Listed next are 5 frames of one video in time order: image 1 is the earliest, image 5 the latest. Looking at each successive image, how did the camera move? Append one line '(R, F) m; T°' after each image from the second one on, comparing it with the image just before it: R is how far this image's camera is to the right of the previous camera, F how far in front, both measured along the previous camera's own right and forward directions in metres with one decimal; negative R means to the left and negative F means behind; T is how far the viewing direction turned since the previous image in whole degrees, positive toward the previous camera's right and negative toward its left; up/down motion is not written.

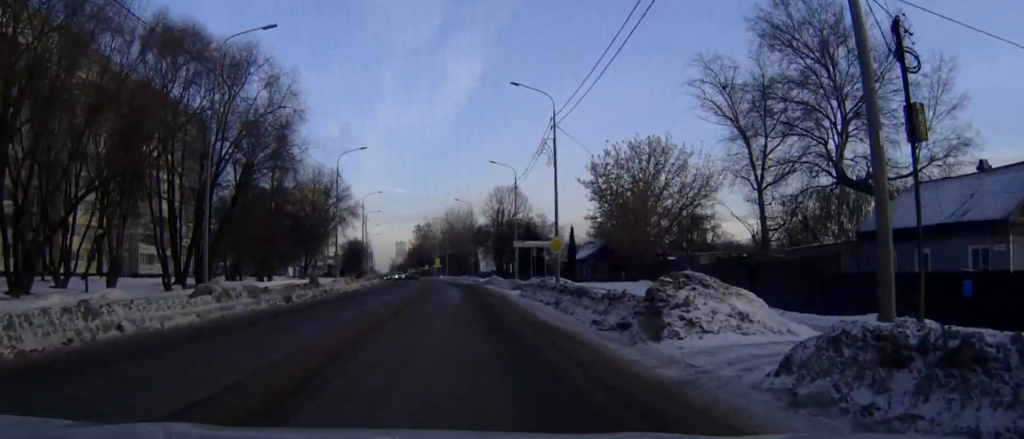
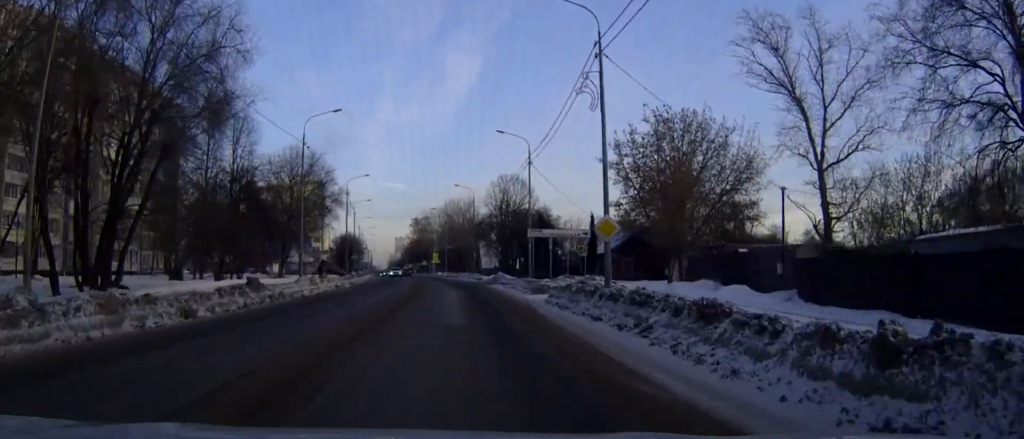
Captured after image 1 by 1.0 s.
(0.0, +12.9) m; 0°
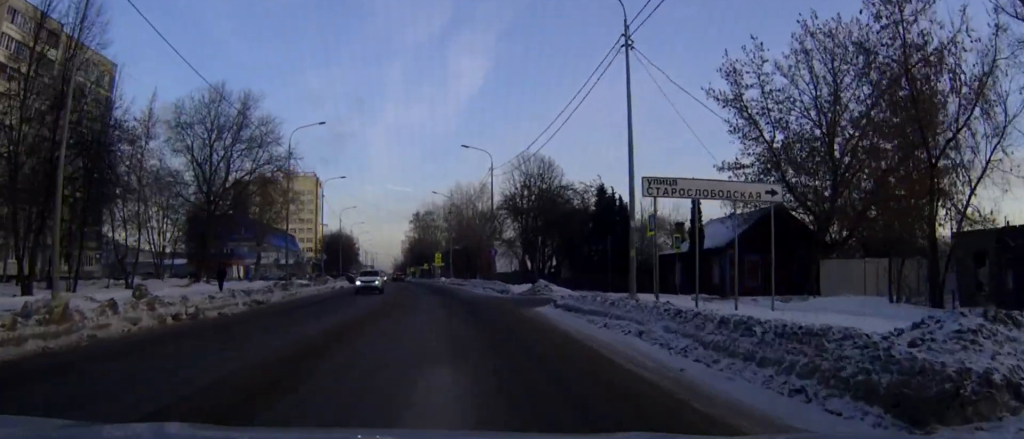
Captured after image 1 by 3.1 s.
(+0.1, +29.3) m; 0°
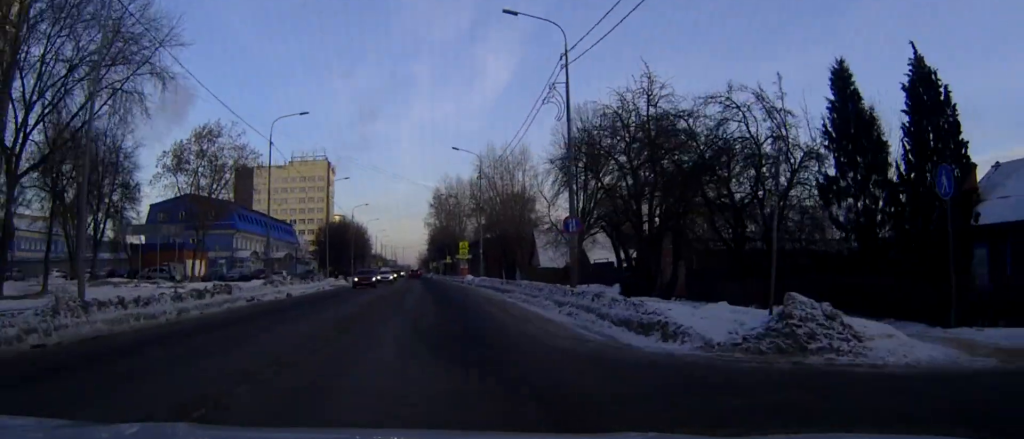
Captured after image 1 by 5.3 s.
(-0.6, +29.1) m; -2°
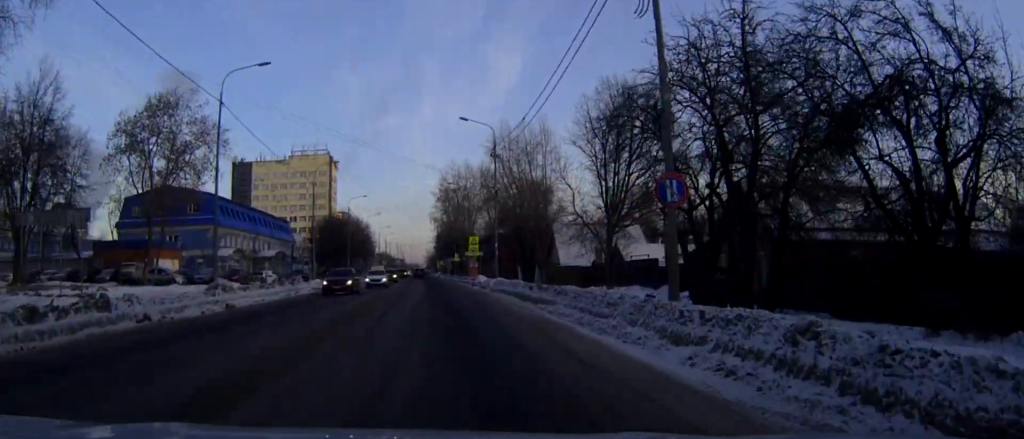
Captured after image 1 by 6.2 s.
(-0.1, +11.4) m; 0°
